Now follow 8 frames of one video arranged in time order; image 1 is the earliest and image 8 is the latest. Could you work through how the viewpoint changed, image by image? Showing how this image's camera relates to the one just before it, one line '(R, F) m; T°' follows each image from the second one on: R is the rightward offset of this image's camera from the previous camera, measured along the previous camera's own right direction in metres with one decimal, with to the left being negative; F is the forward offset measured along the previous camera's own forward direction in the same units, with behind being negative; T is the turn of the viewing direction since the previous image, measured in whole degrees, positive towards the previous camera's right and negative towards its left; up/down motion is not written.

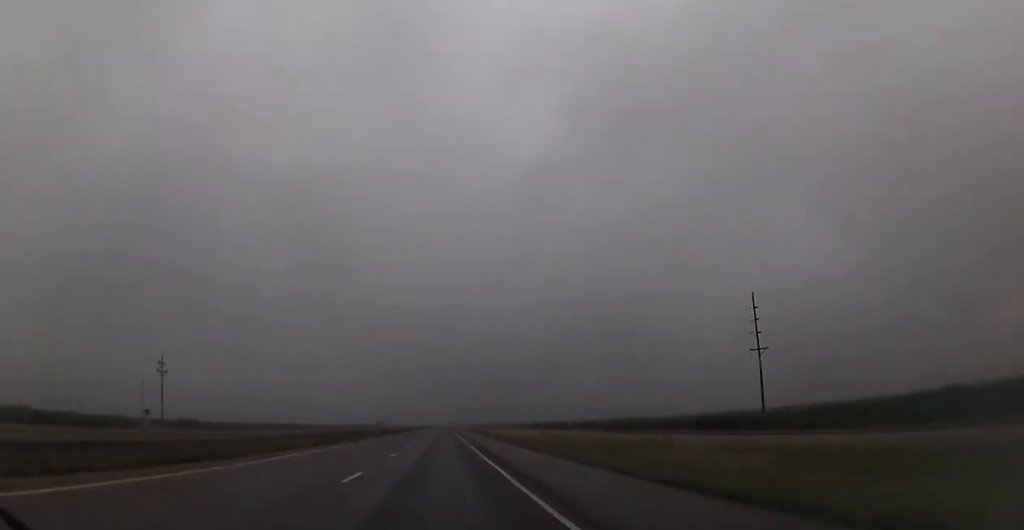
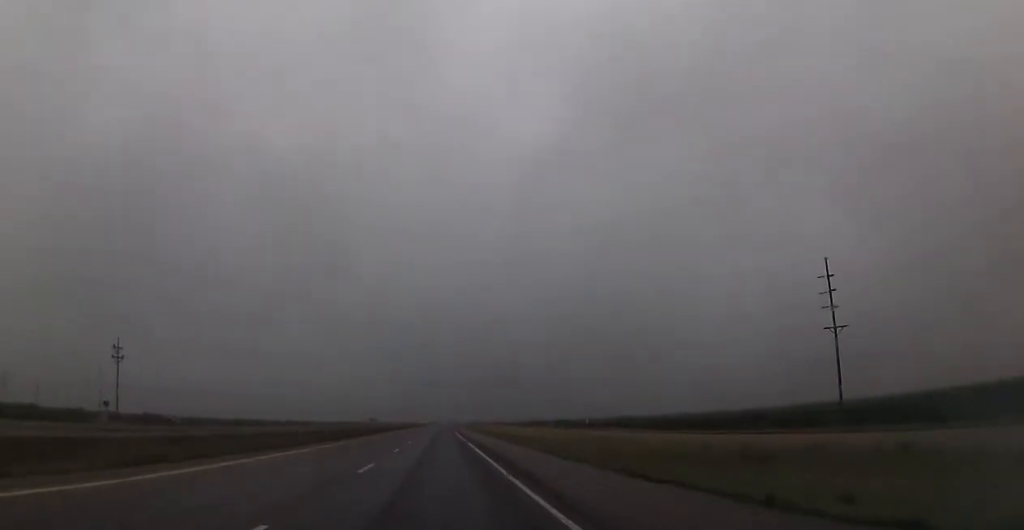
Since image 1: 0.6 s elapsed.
(-0.2, +21.7) m; 0°
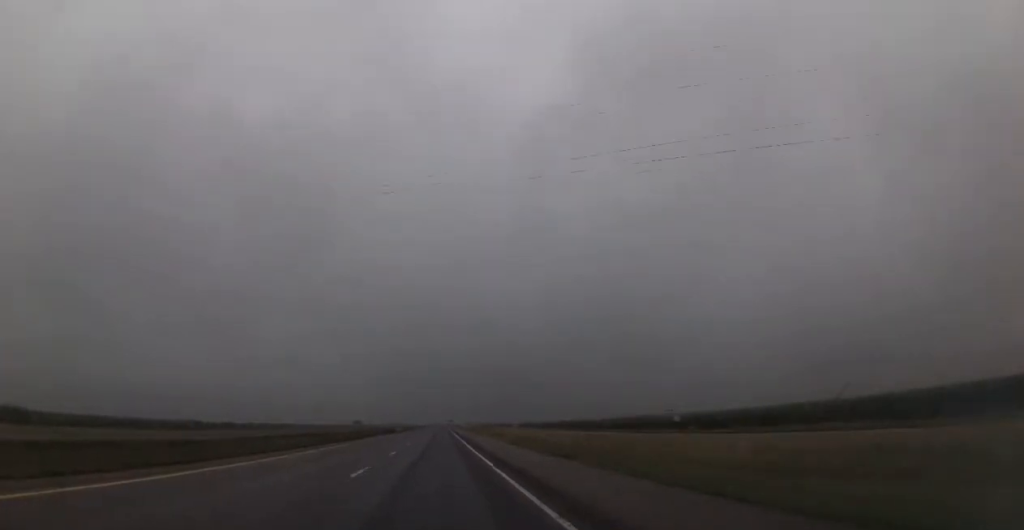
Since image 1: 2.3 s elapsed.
(+0.8, +61.4) m; +1°
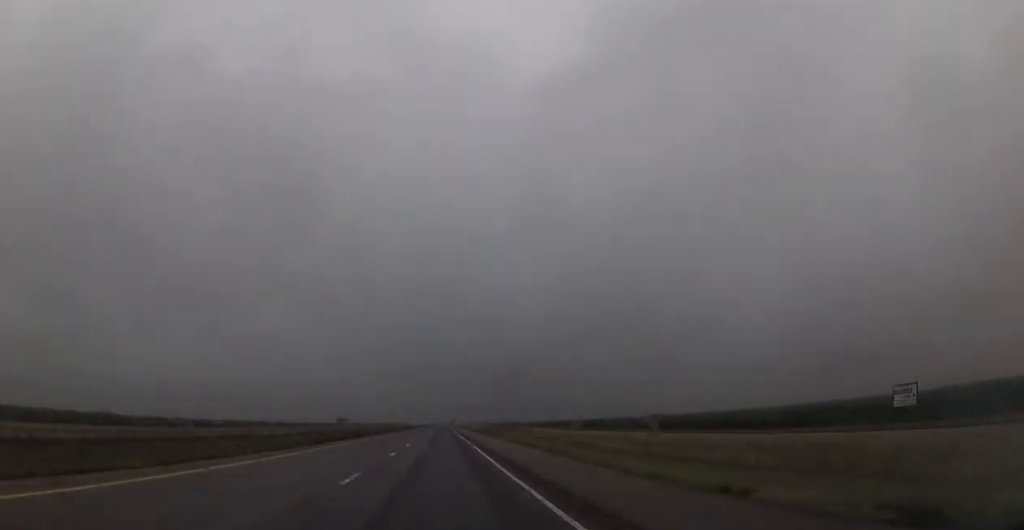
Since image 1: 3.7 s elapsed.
(-0.1, +50.6) m; 0°
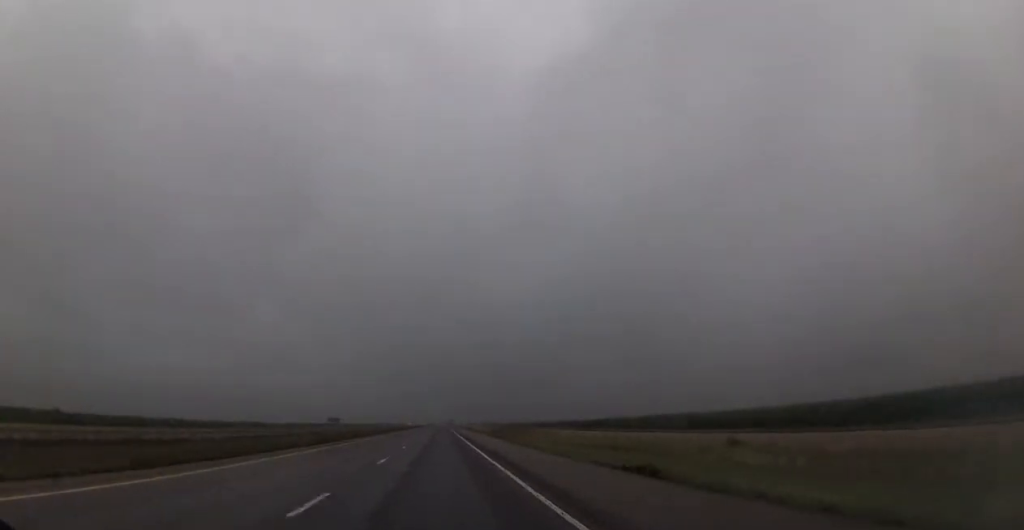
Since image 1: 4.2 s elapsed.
(-0.1, +16.9) m; 0°
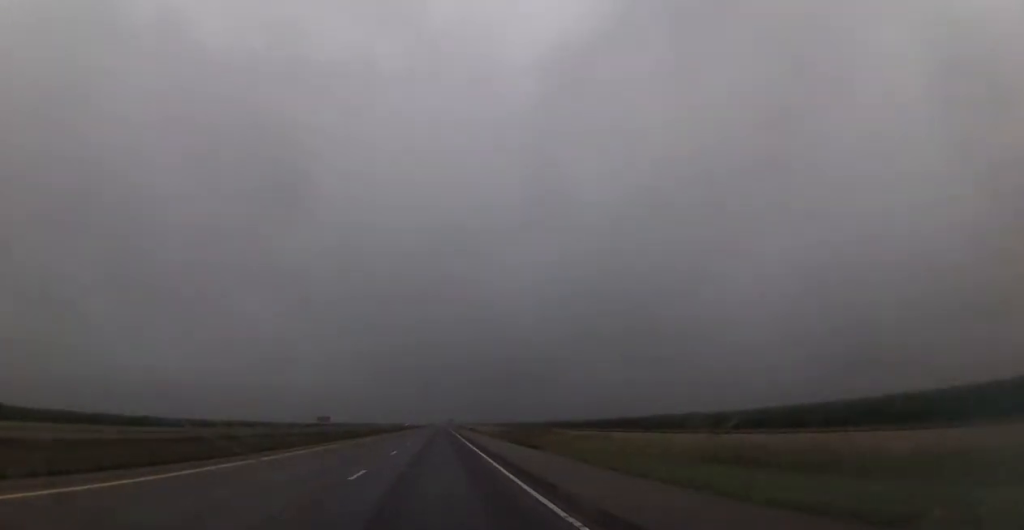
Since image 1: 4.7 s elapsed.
(0.0, +18.1) m; 0°
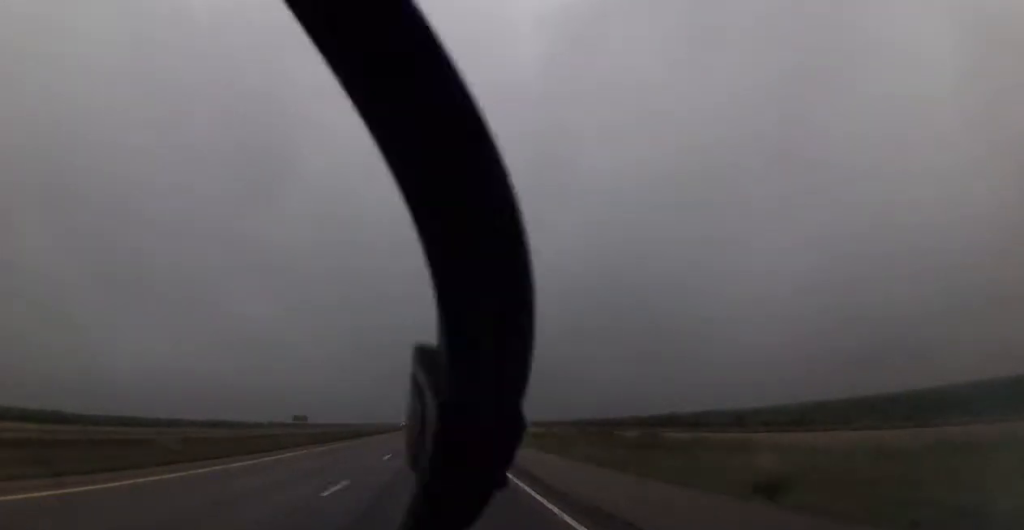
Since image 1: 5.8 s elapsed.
(0.0, +39.9) m; 0°
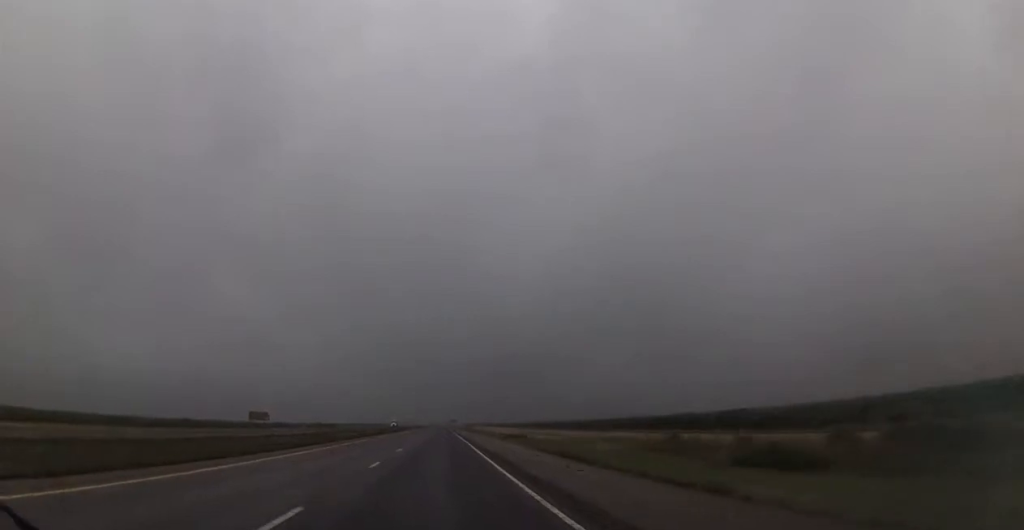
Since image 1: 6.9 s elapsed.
(+0.2, +41.0) m; 0°
